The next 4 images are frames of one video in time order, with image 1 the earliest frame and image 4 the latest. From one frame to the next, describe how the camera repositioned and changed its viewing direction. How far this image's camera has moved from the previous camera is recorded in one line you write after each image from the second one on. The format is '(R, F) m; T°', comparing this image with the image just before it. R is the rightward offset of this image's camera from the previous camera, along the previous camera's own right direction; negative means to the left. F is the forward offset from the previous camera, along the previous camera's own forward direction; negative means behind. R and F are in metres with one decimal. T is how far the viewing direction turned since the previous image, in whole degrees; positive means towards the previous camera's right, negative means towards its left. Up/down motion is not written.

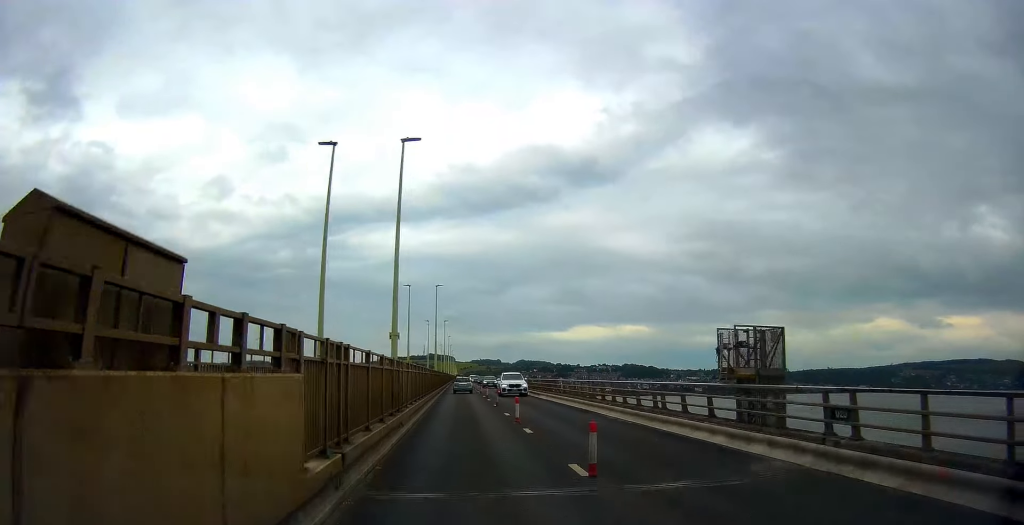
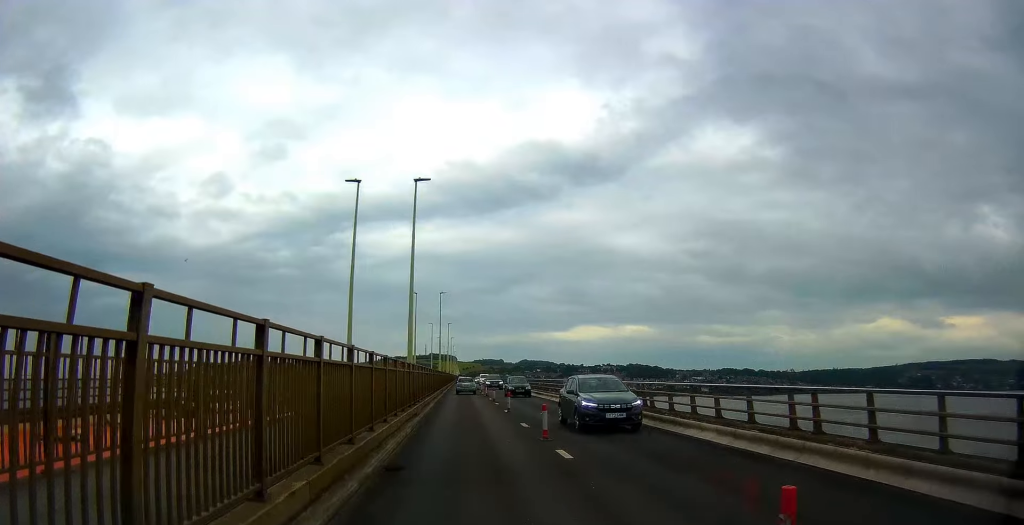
(-0.2, +25.6) m; -1°
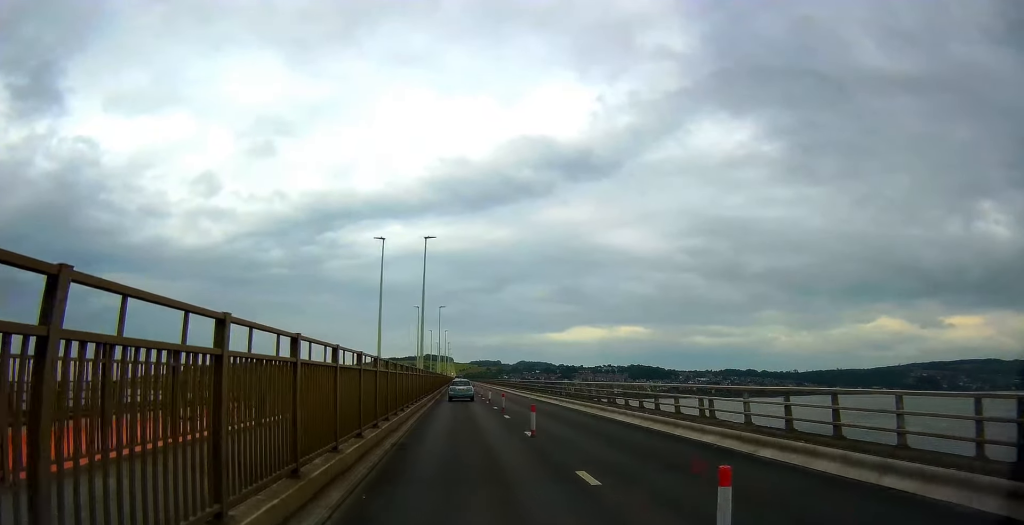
(+0.9, +50.7) m; +1°
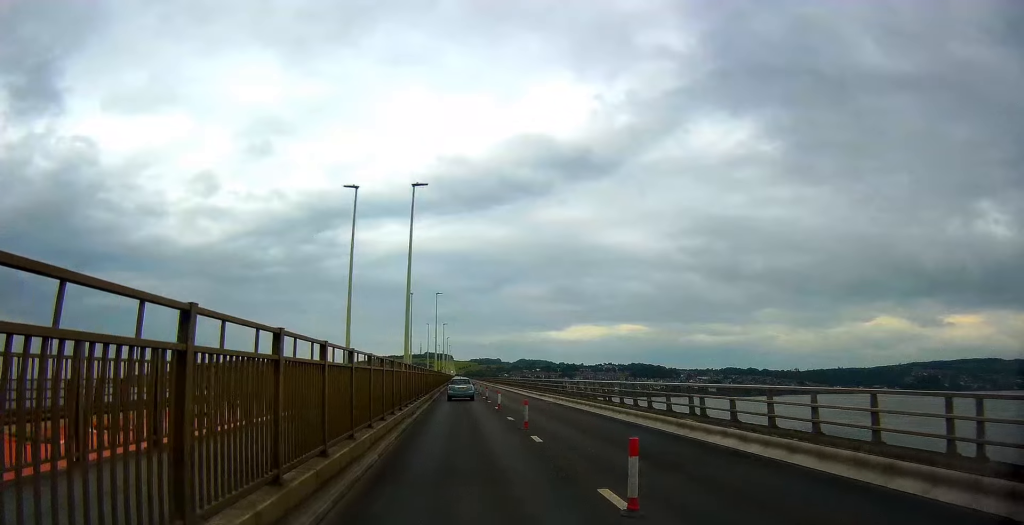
(-0.1, +8.5) m; 0°
